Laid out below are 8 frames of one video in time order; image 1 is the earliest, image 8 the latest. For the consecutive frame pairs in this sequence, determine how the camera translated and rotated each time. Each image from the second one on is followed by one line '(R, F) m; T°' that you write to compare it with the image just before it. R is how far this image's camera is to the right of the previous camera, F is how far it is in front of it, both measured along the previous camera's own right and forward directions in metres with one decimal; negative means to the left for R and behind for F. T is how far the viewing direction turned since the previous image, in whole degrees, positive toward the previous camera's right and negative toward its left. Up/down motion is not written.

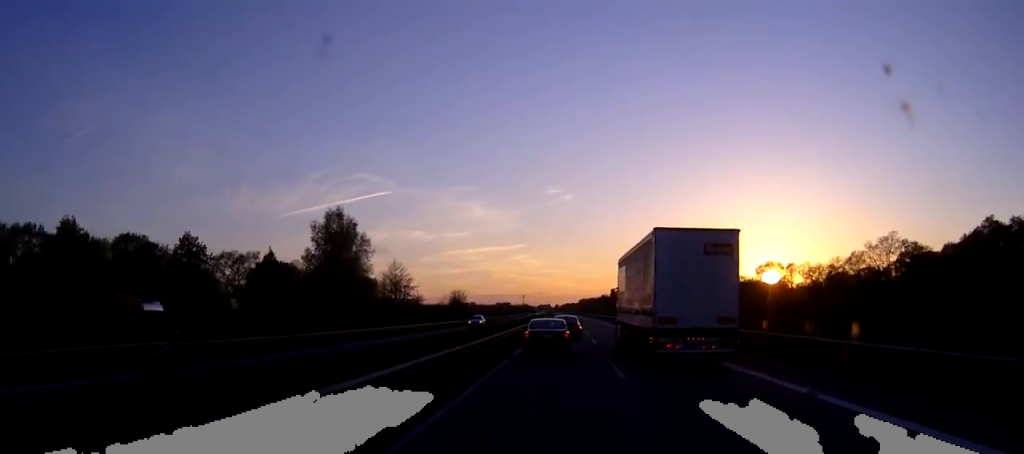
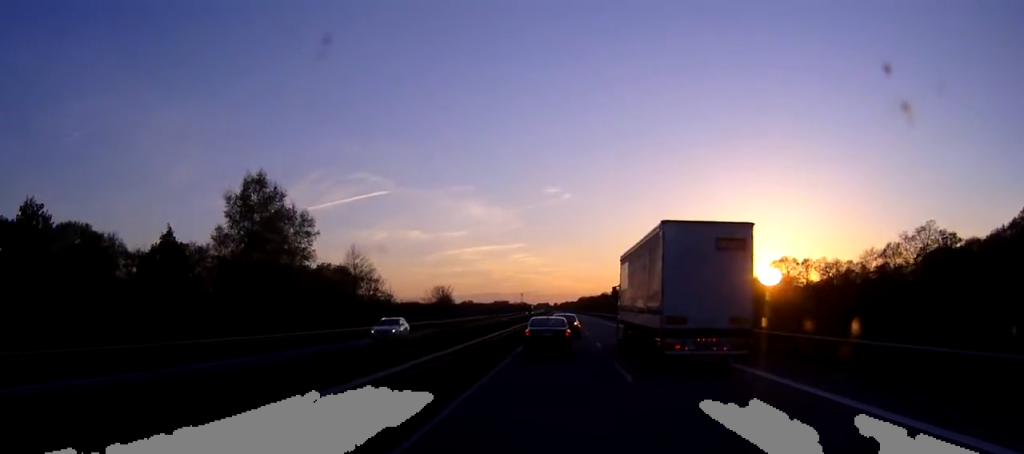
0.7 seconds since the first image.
(0.0, +18.7) m; 0°
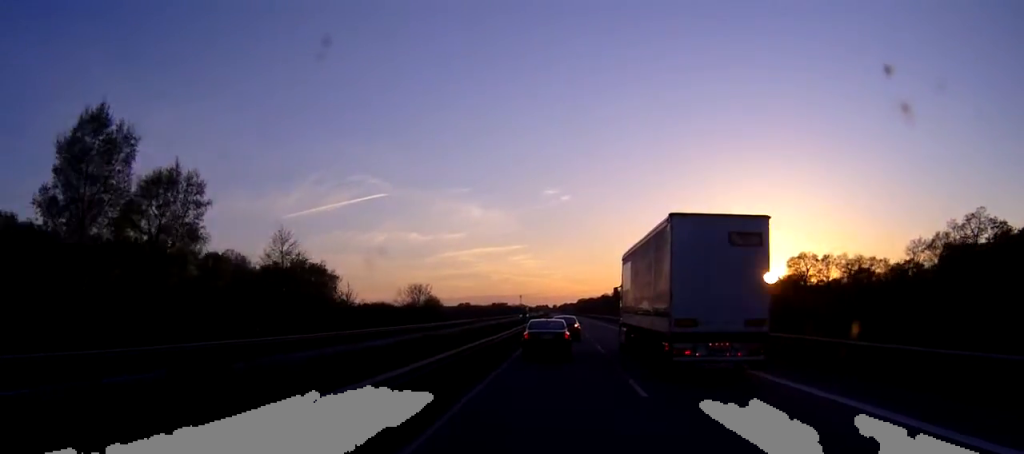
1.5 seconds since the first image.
(+0.1, +20.5) m; 0°
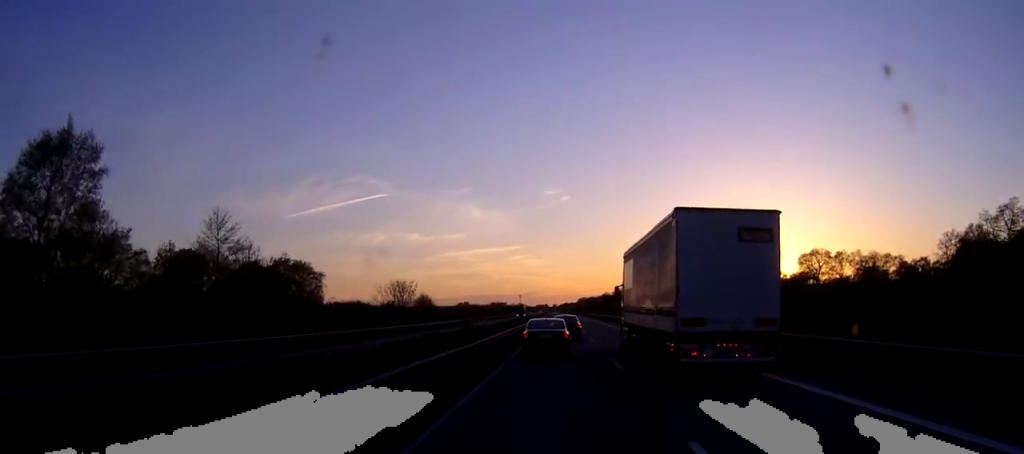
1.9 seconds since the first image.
(0.0, +11.6) m; 0°
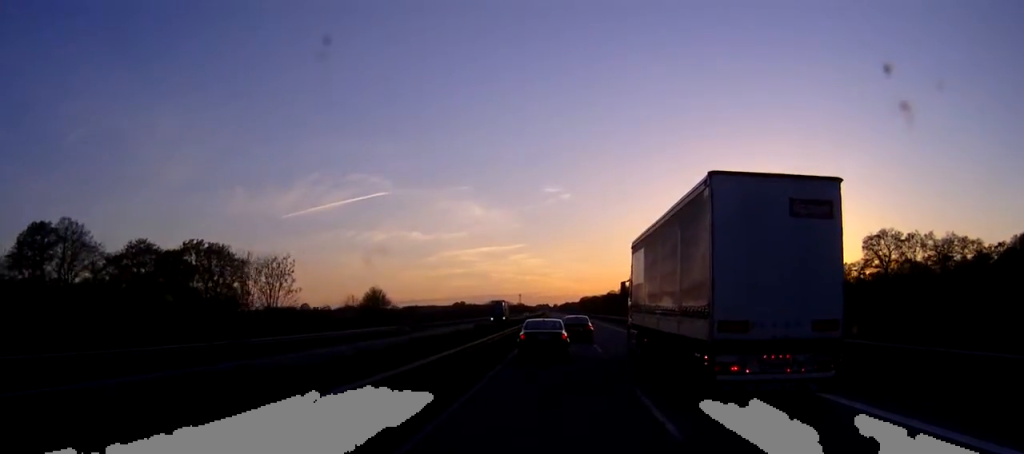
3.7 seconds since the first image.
(0.0, +47.3) m; 0°
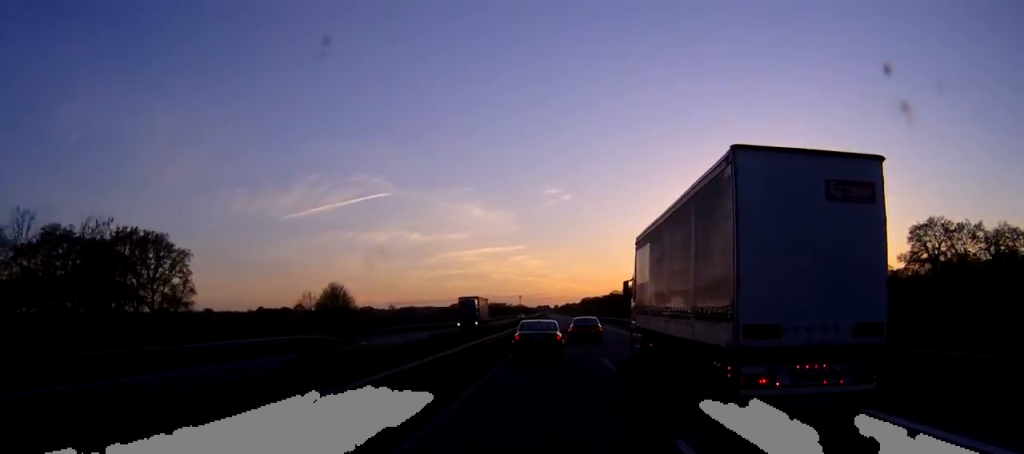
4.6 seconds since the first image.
(0.0, +24.2) m; 0°
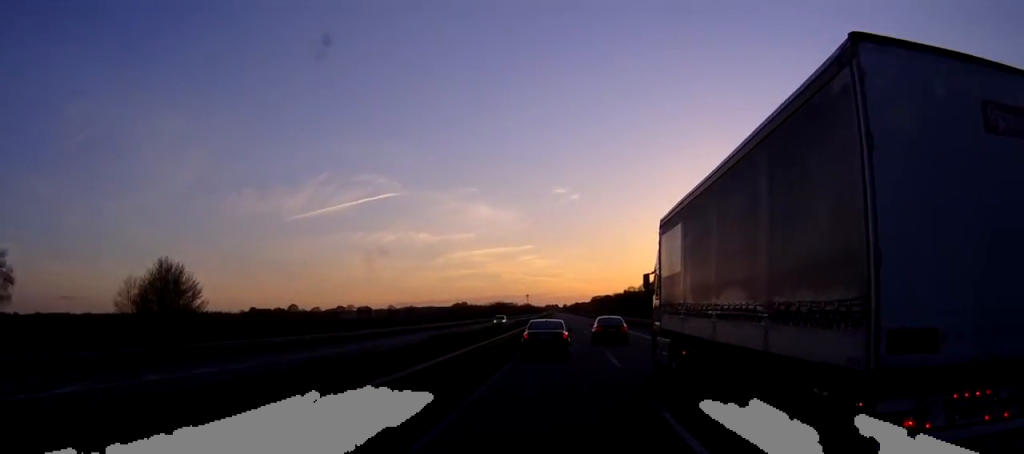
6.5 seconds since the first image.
(-0.3, +51.1) m; -1°
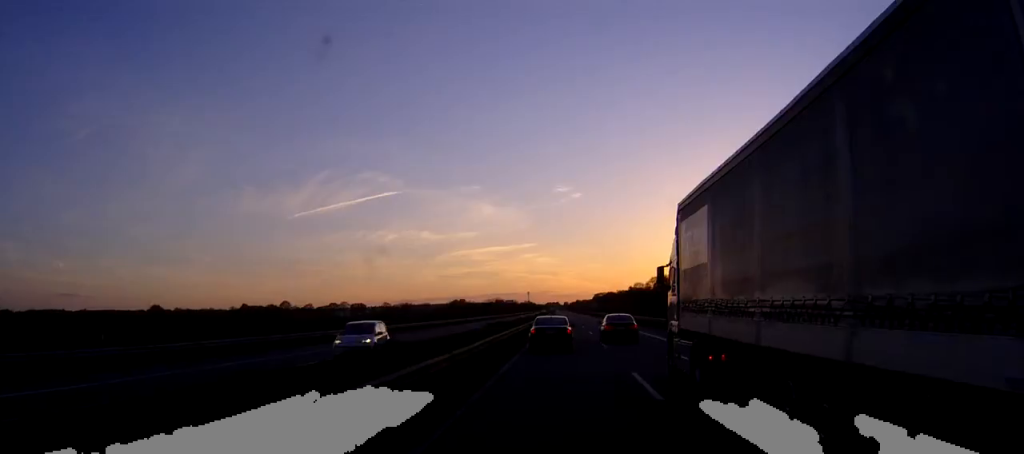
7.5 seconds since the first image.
(0.0, +28.8) m; 0°
